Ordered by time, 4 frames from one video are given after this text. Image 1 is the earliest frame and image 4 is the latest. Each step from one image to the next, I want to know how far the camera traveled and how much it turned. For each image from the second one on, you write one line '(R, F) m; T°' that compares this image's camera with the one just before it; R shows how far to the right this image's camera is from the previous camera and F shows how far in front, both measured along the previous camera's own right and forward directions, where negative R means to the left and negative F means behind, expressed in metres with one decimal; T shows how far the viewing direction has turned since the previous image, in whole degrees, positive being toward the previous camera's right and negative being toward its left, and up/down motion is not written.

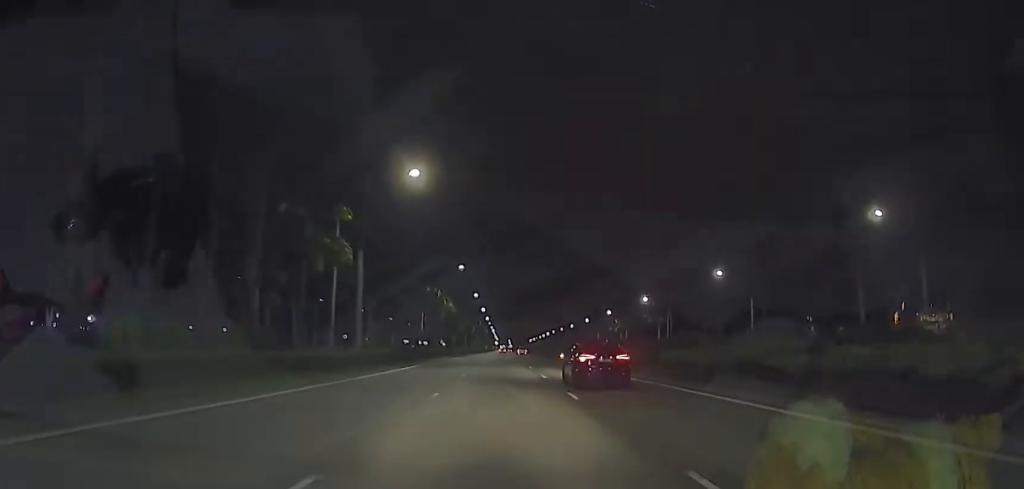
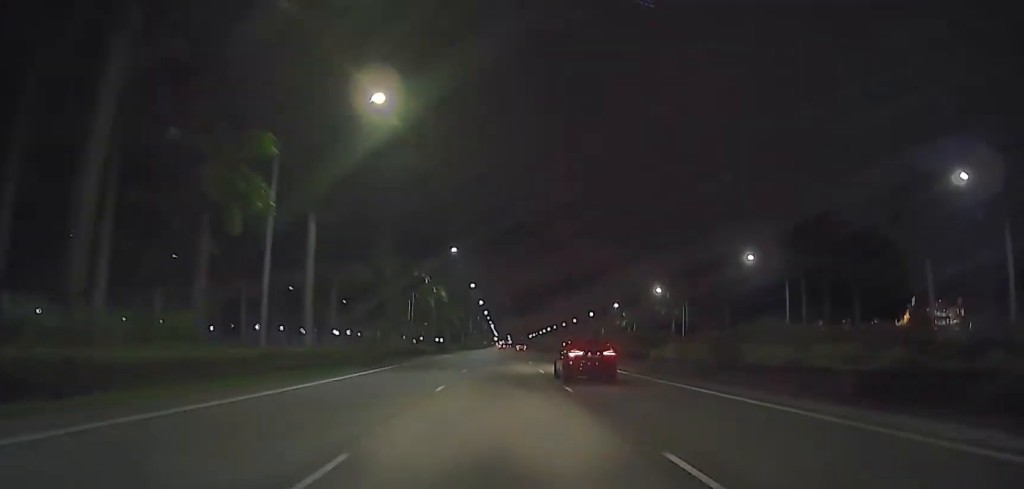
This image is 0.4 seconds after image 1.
(+0.2, +11.2) m; 0°
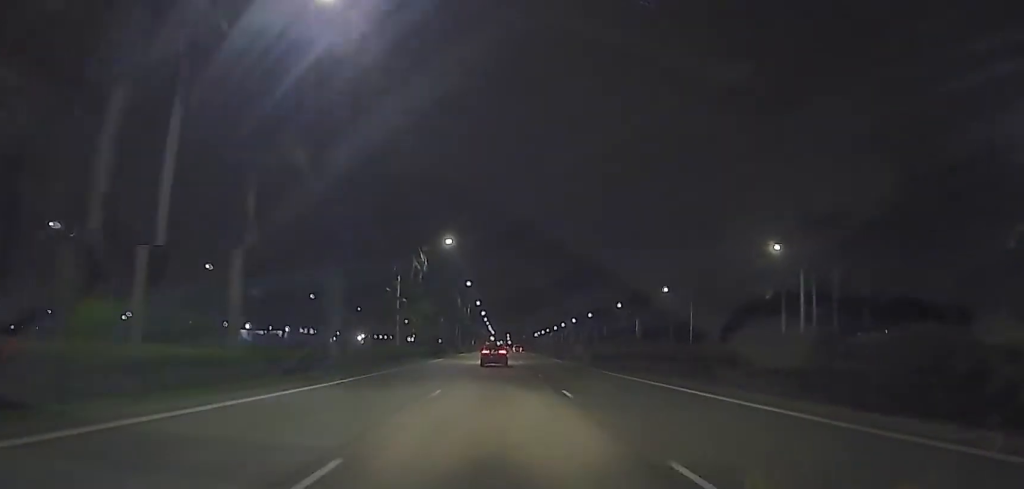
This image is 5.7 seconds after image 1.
(-0.3, +130.3) m; 0°
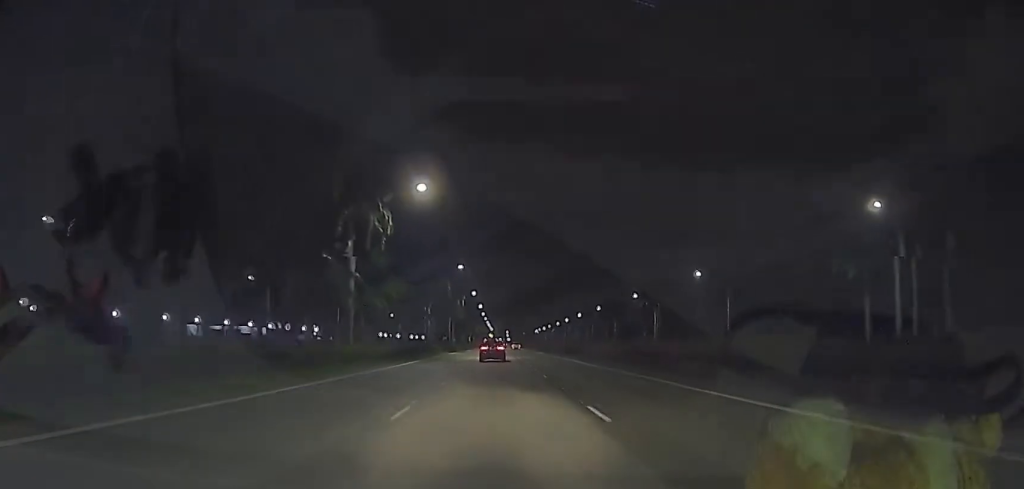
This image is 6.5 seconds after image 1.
(+0.3, +17.6) m; 0°
